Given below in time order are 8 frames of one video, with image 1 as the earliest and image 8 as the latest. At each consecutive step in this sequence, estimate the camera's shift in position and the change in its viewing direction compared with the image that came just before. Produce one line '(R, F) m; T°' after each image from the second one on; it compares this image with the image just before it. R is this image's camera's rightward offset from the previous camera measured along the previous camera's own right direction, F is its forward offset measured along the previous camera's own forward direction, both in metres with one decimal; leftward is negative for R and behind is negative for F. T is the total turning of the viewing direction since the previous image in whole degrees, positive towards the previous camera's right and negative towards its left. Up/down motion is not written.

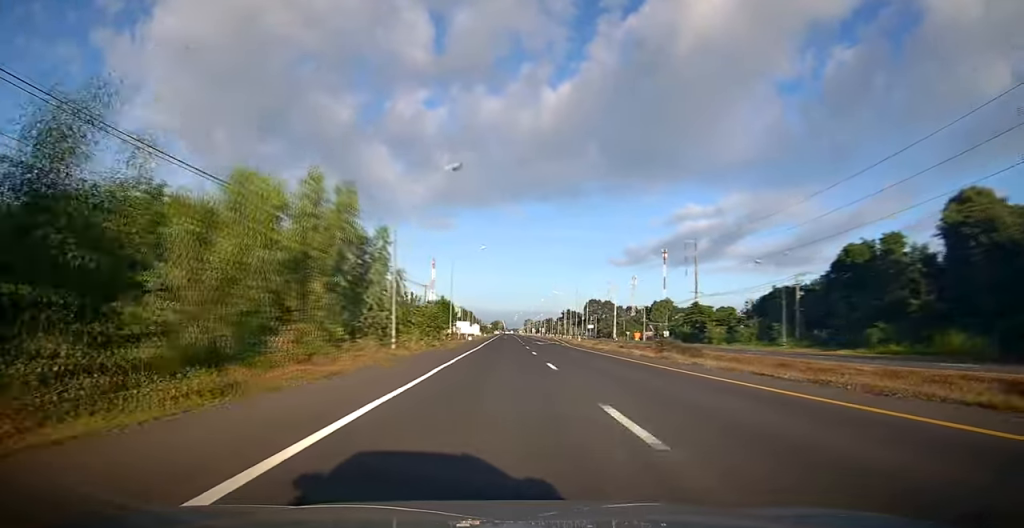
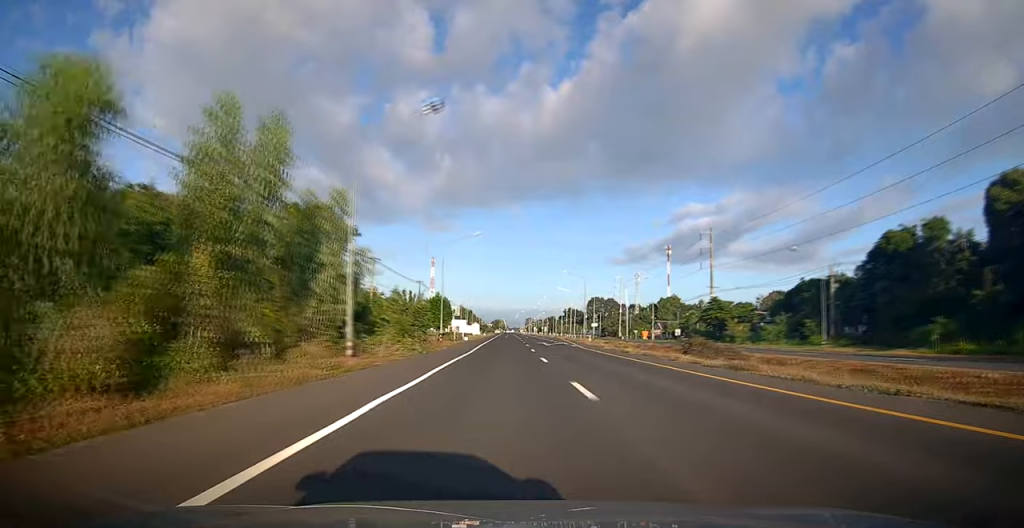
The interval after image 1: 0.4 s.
(0.0, +7.9) m; 0°
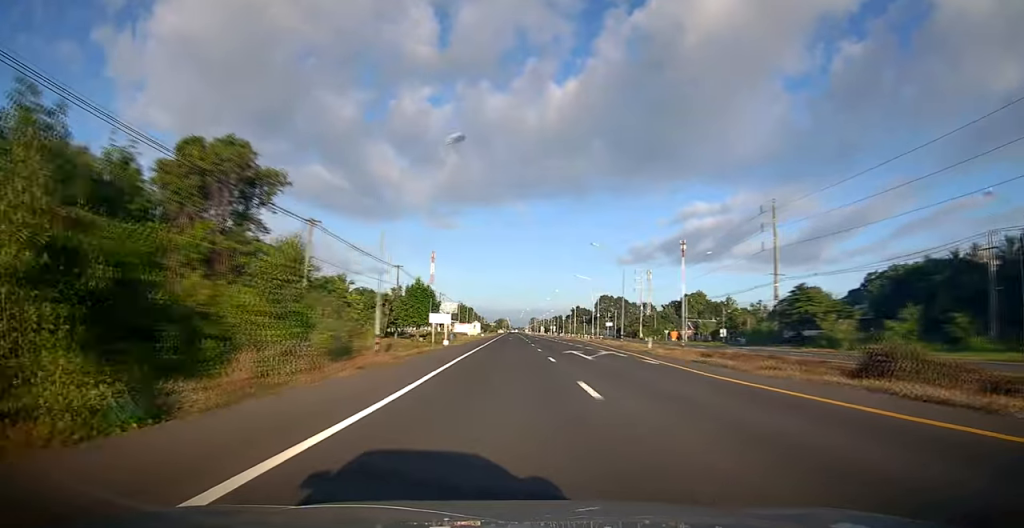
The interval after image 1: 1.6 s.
(-0.1, +23.6) m; 0°
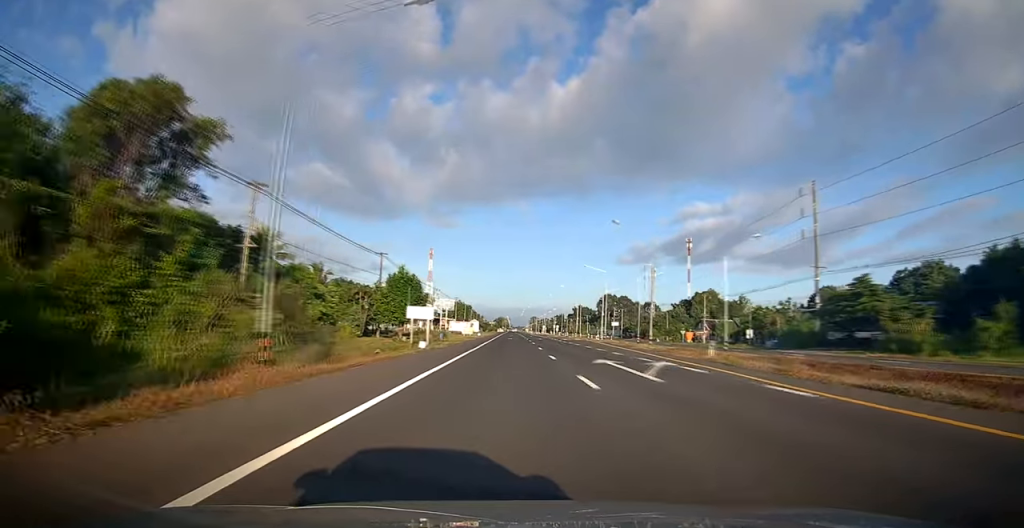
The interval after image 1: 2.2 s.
(0.0, +11.0) m; 0°
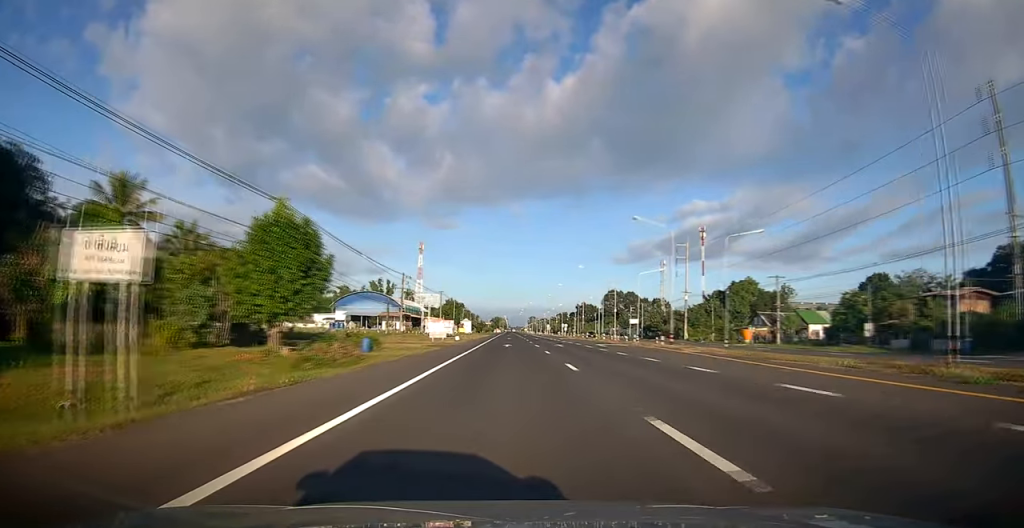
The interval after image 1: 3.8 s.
(-0.1, +31.1) m; +1°
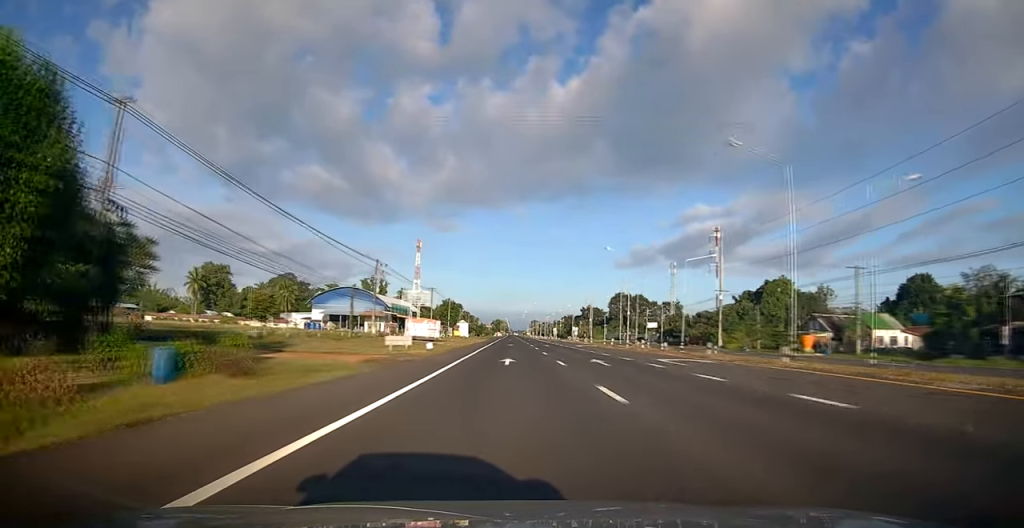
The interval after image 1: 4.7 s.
(+0.3, +18.2) m; 0°
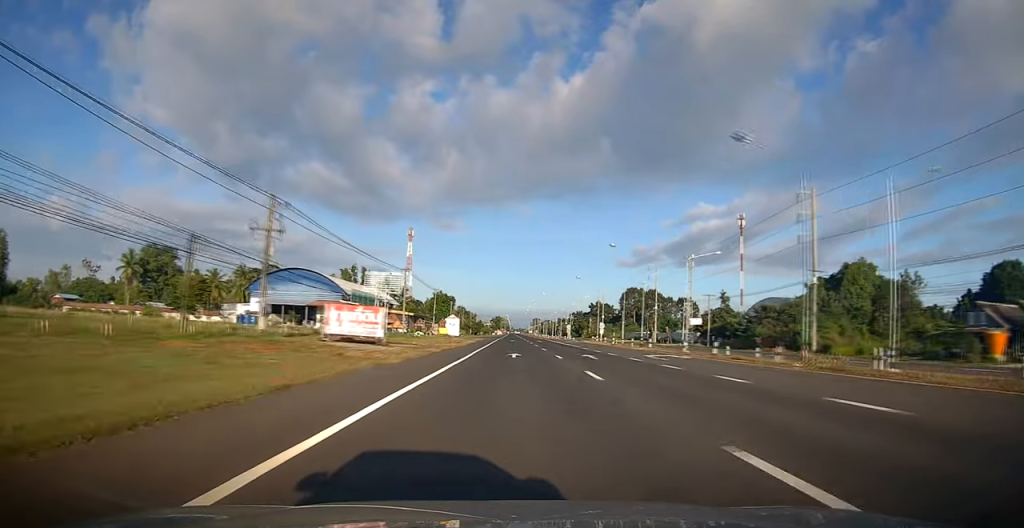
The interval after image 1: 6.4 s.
(-0.5, +31.2) m; -1°
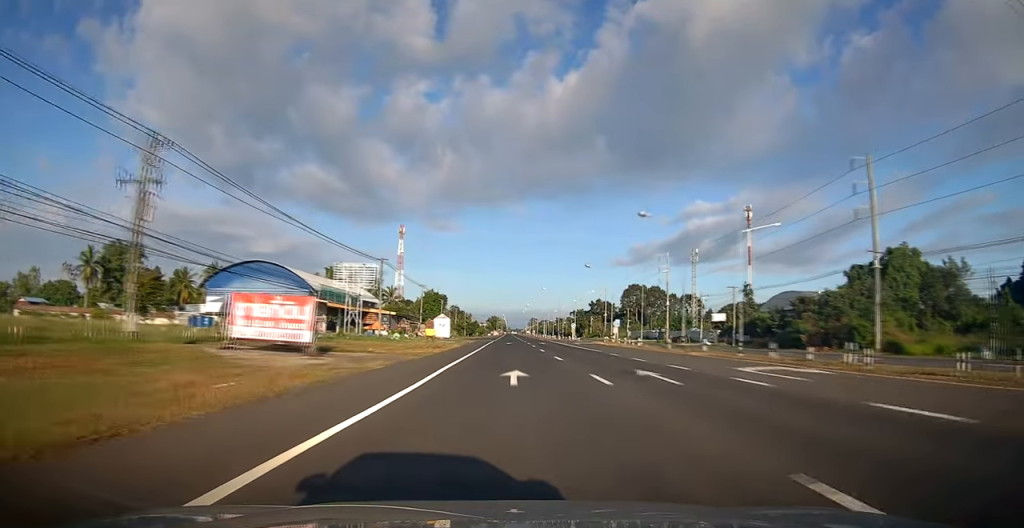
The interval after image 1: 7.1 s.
(-0.1, +13.7) m; 0°
